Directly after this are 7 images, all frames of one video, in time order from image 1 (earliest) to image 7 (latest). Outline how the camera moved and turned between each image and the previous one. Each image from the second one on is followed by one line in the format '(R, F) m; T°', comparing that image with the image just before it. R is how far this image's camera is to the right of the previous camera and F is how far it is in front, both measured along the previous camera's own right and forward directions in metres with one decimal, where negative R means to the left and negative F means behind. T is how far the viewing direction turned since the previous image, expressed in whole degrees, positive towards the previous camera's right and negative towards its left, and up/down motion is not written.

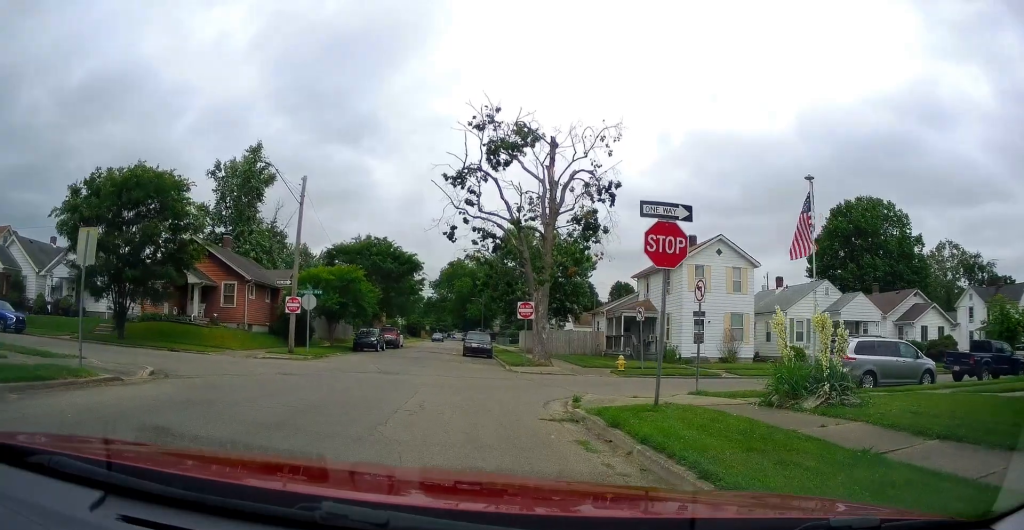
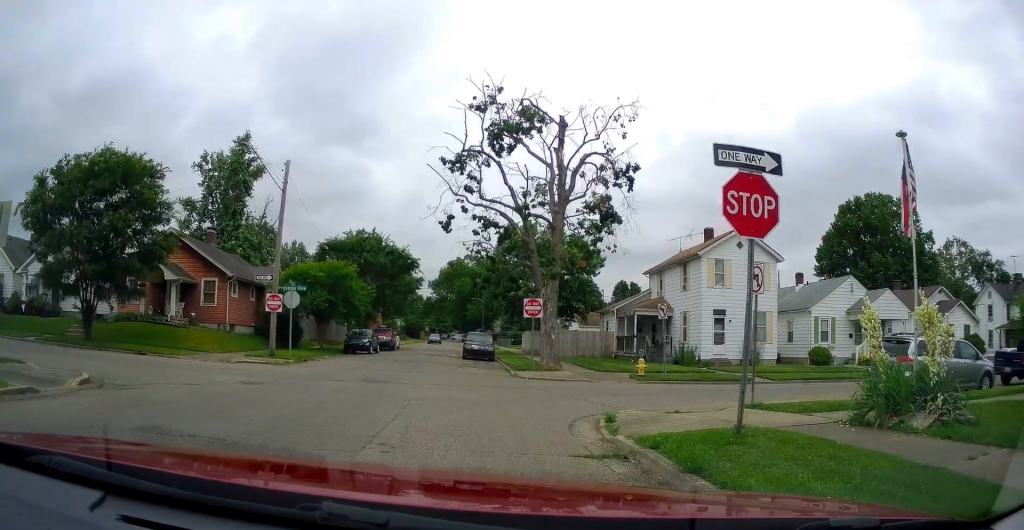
(+0.2, +2.9) m; +4°
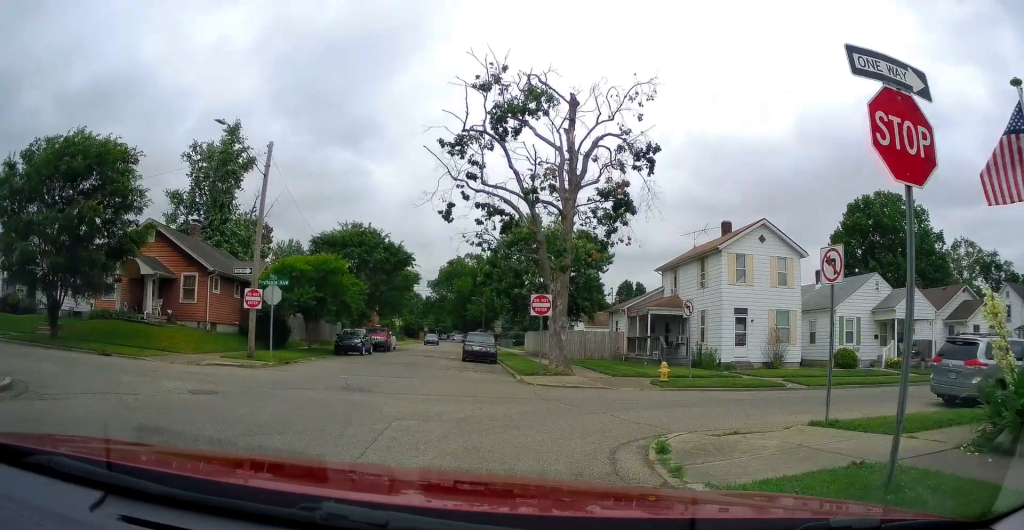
(0.0, +2.4) m; +1°
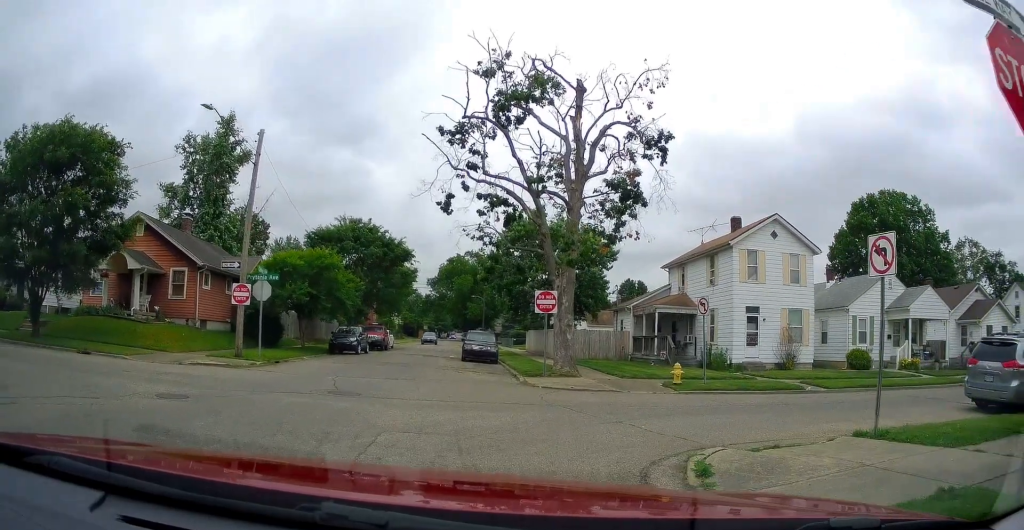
(0.0, +1.3) m; 0°
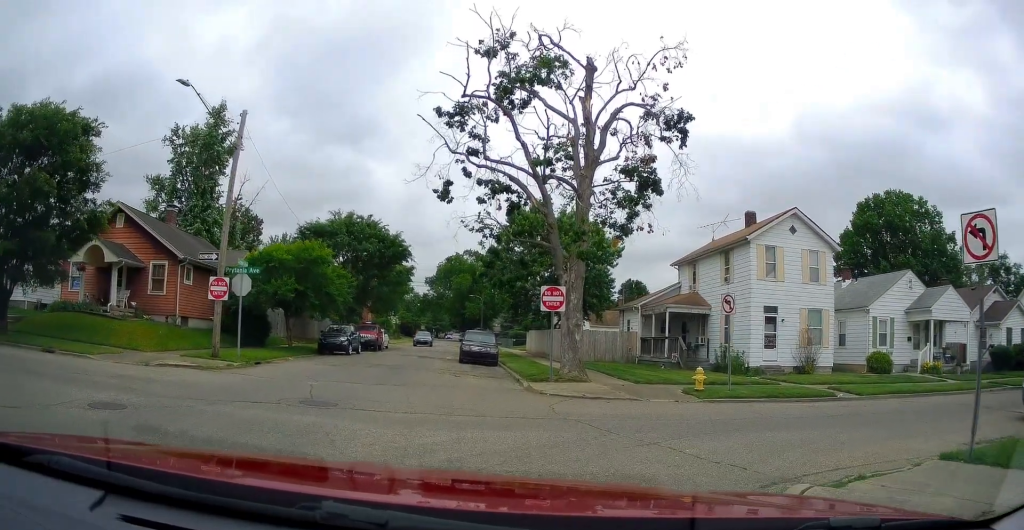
(0.0, +1.8) m; +1°
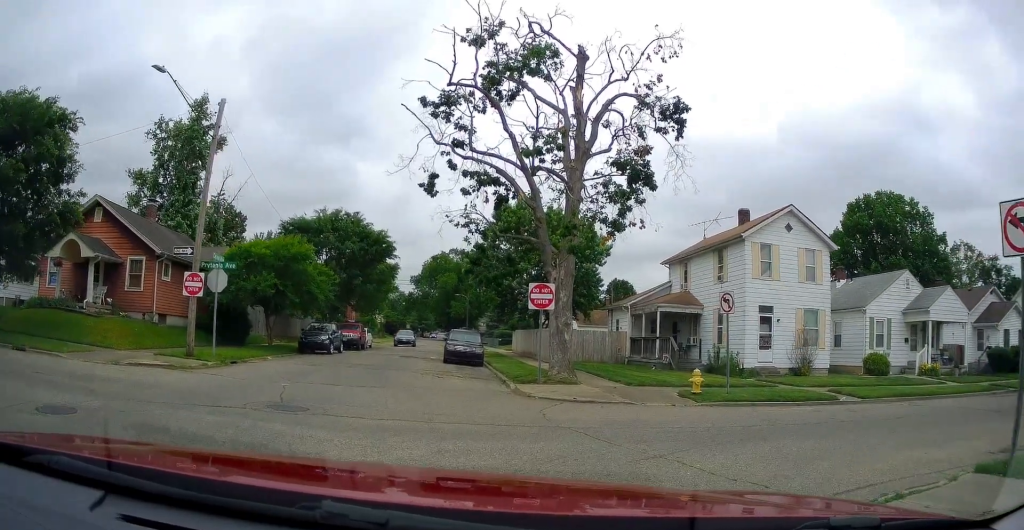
(0.0, +0.8) m; +1°
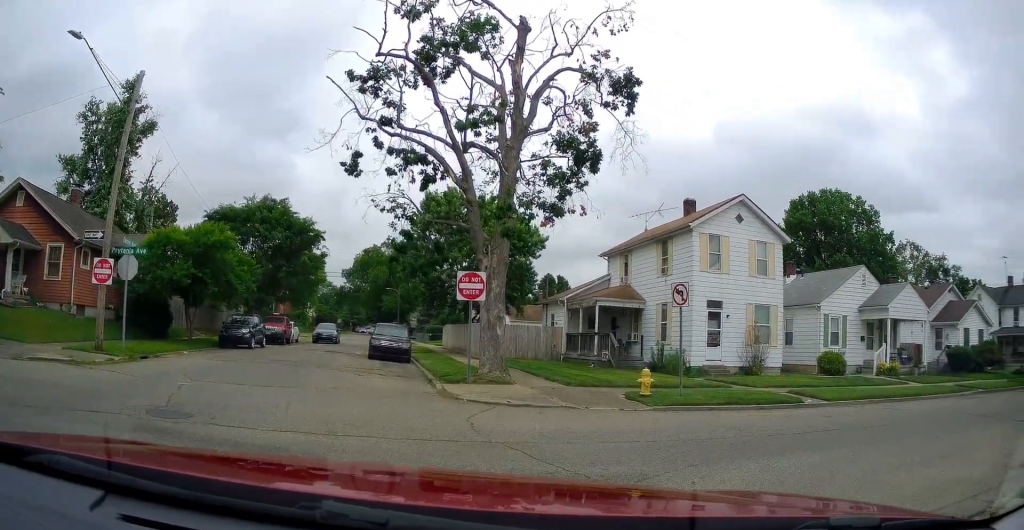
(0.0, +1.9) m; +12°
